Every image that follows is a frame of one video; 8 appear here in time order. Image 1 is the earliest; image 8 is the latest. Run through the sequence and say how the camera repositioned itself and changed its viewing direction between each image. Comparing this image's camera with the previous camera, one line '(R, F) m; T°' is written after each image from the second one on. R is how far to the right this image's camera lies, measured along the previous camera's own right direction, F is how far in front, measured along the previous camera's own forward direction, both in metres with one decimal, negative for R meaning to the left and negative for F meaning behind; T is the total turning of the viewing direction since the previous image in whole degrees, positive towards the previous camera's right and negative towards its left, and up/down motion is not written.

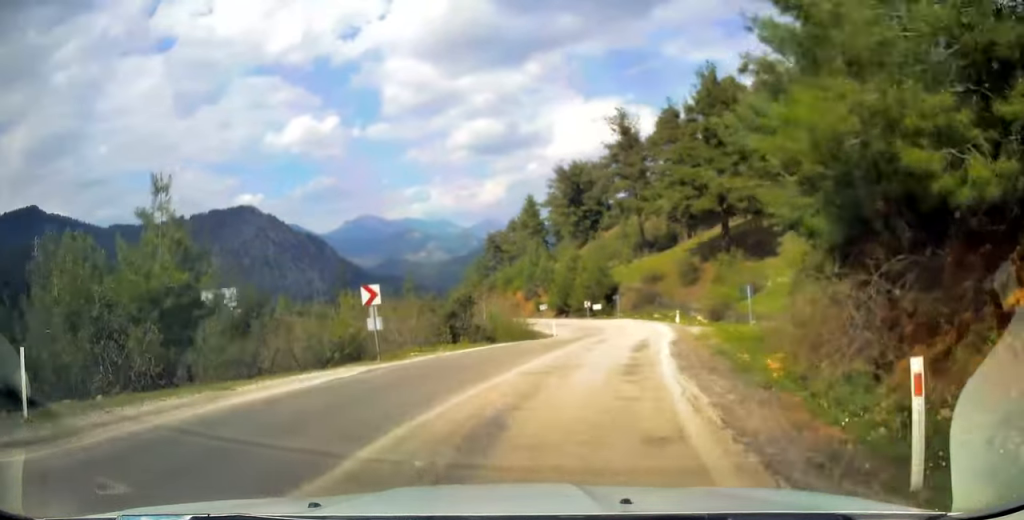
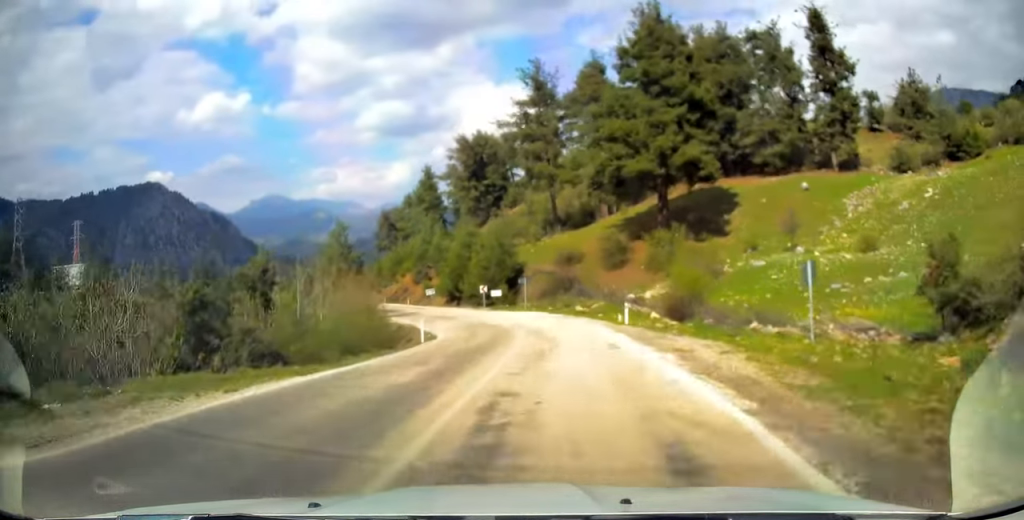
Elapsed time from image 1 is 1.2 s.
(+1.3, +17.3) m; +6°
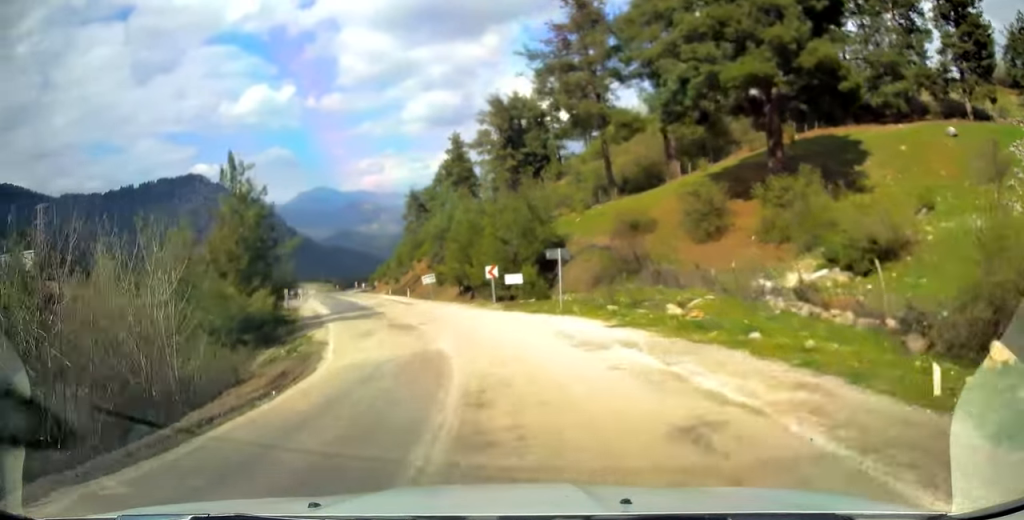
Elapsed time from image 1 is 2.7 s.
(+0.3, +23.1) m; -3°
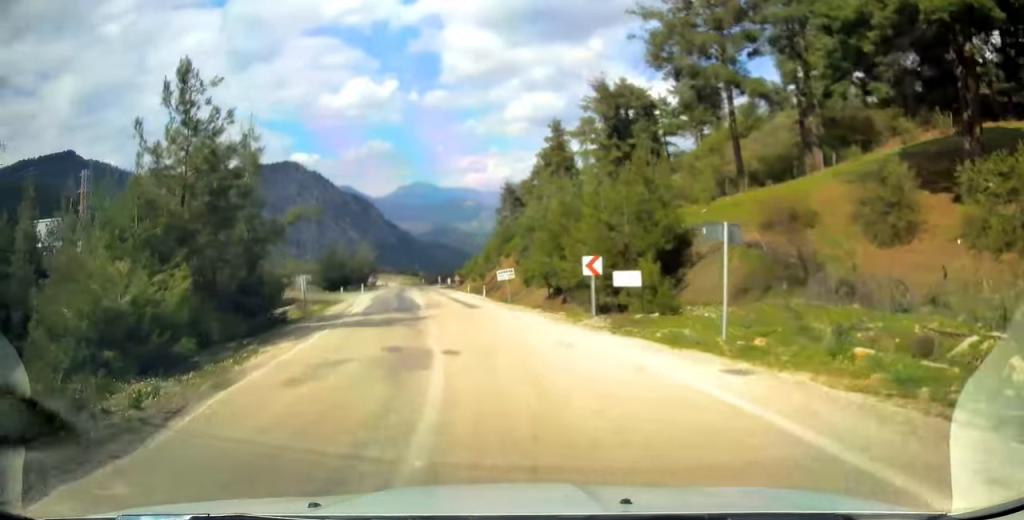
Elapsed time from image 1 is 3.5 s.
(-0.2, +11.9) m; -7°
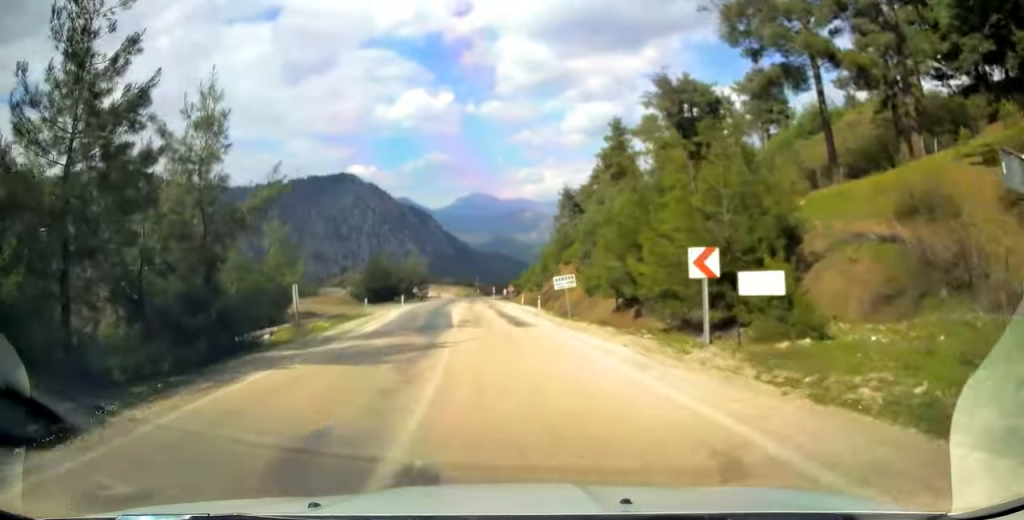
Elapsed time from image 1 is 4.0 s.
(-0.8, +7.7) m; -5°
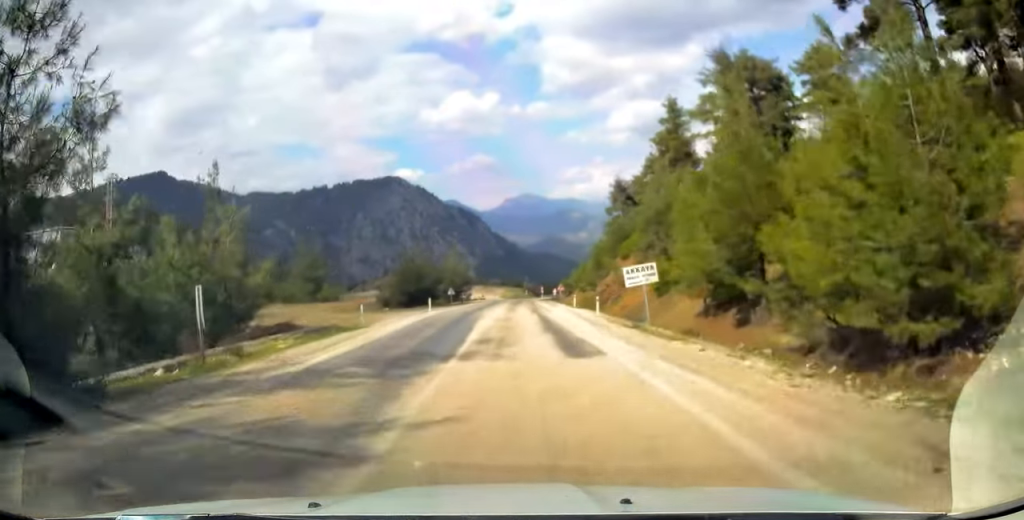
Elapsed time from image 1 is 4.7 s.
(-0.5, +9.8) m; -5°
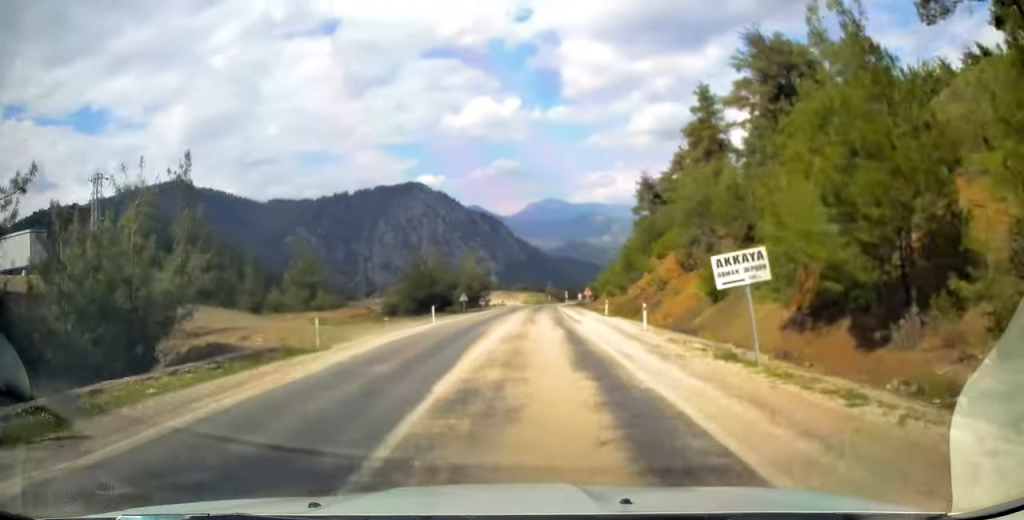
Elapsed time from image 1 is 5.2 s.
(-0.3, +8.0) m; -2°
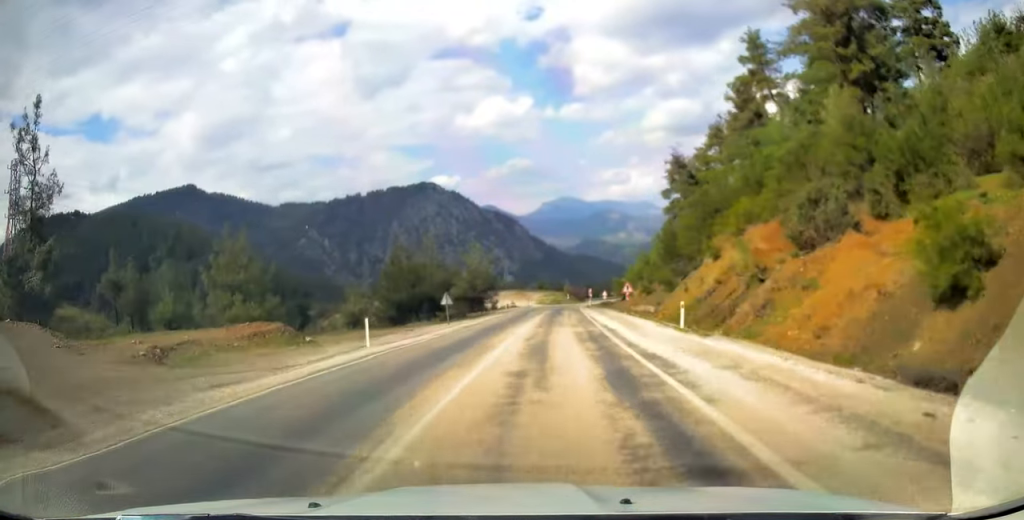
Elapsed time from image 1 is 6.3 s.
(-0.7, +18.3) m; -3°
